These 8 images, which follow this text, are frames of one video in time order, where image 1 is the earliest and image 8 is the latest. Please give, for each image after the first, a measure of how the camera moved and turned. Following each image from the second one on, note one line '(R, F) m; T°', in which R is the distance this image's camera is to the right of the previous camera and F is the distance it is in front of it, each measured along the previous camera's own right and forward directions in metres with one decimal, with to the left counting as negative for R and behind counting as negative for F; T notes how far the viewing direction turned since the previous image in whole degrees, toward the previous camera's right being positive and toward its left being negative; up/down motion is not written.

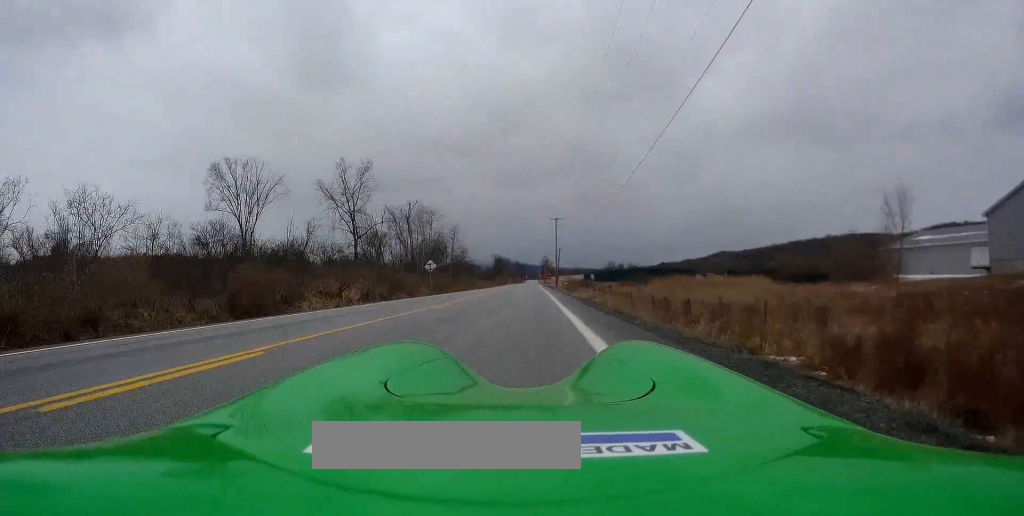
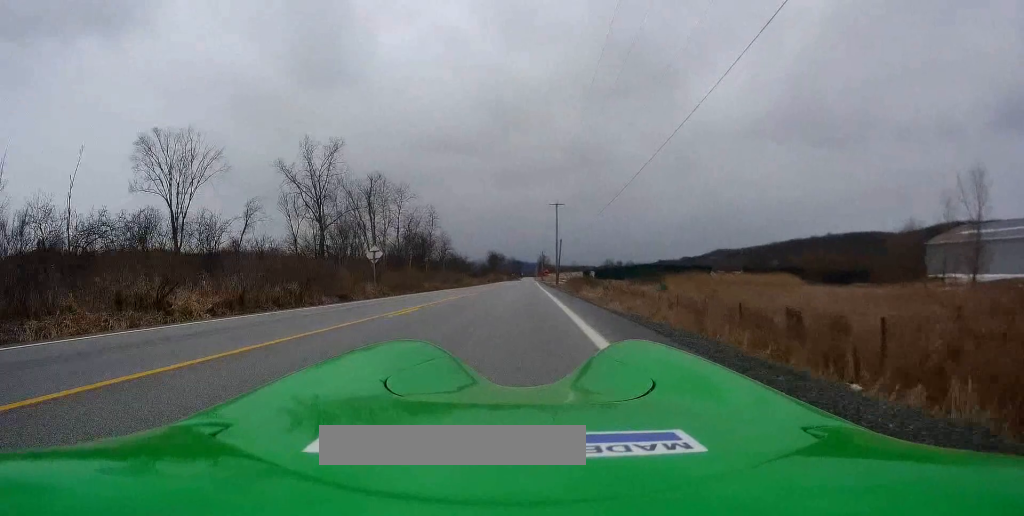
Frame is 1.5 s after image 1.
(+0.3, +16.0) m; +1°
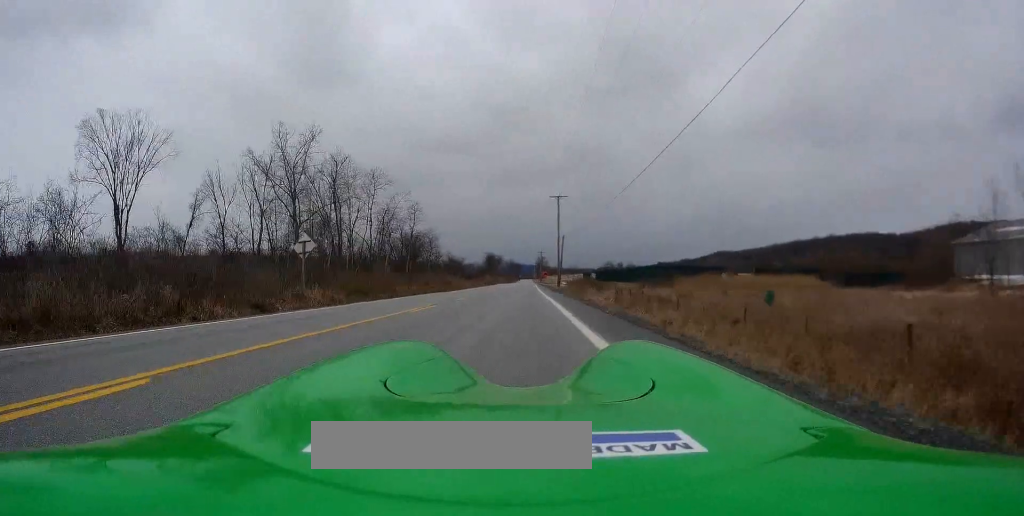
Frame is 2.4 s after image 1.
(+0.2, +10.1) m; 0°
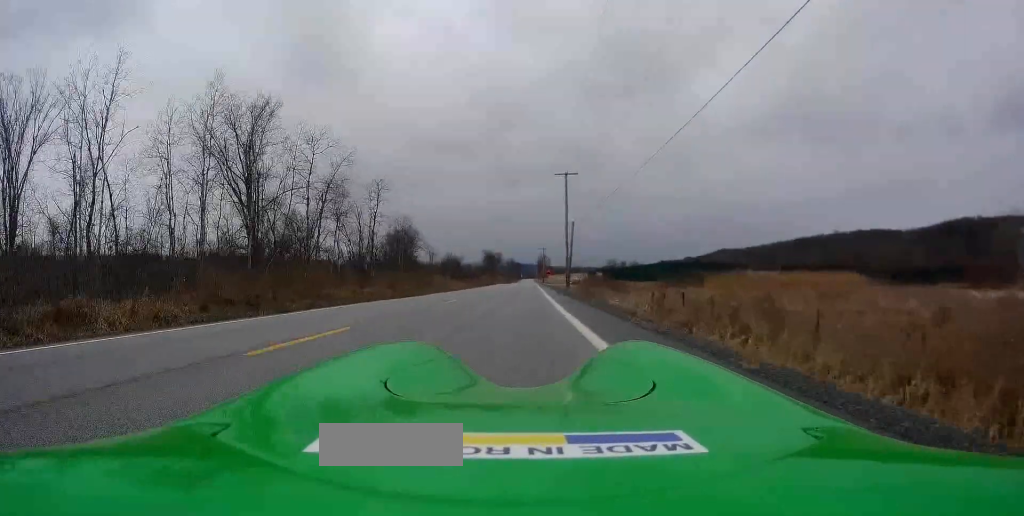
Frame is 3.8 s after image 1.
(-0.2, +15.2) m; -2°
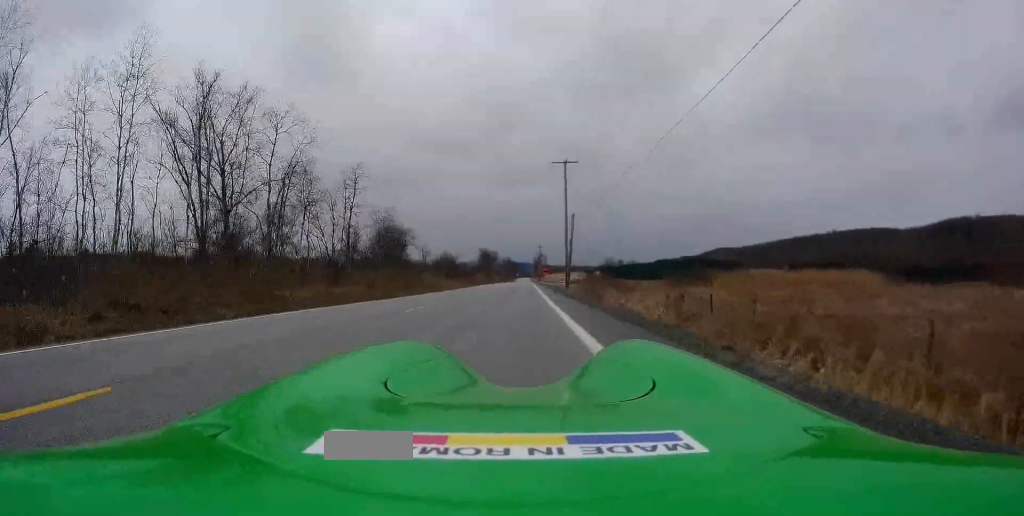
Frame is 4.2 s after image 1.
(0.0, +5.2) m; 0°
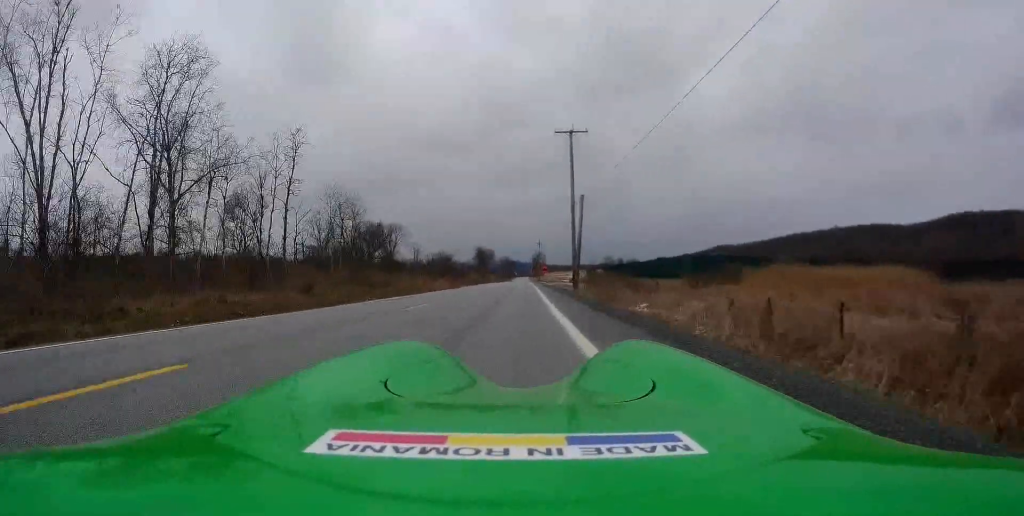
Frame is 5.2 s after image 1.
(+0.1, +10.9) m; +1°
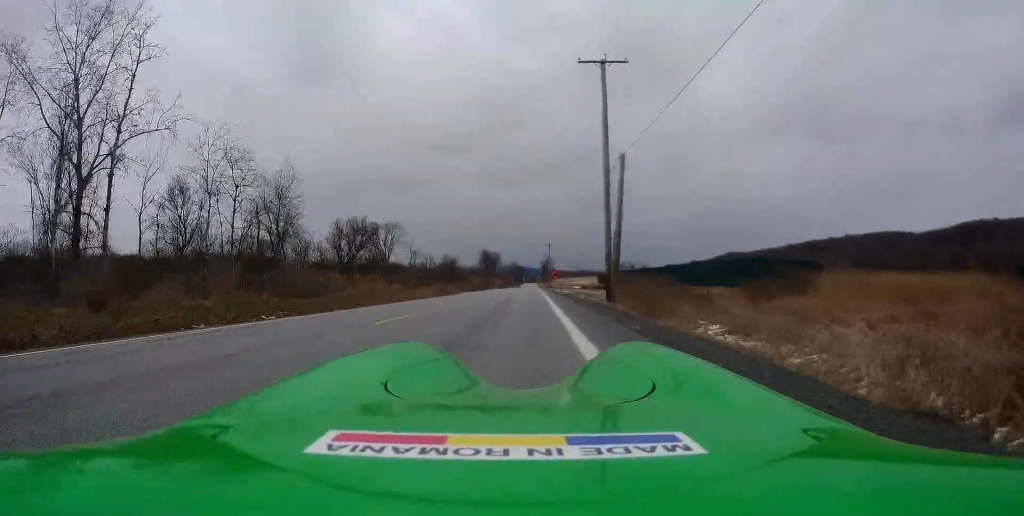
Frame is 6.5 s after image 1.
(-0.1, +15.2) m; +1°
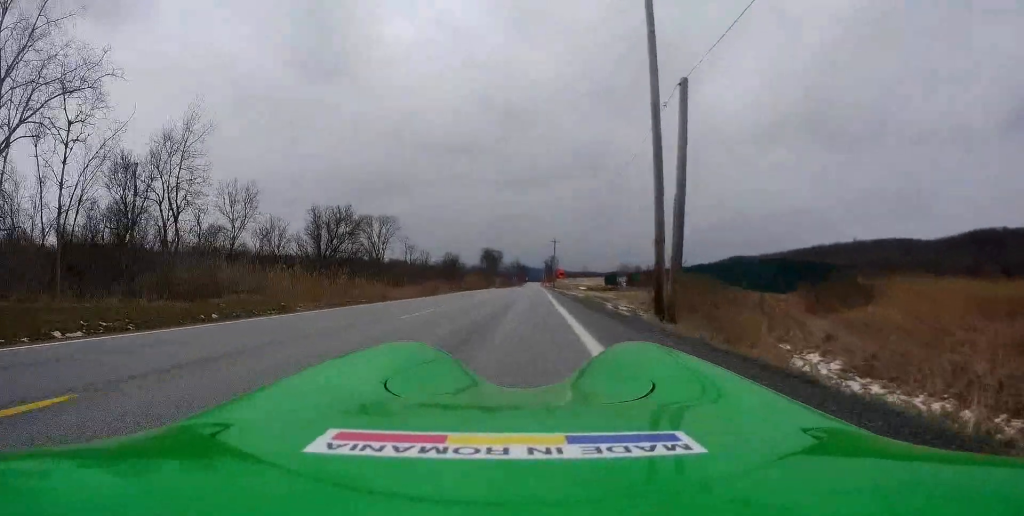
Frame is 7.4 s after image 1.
(+0.3, +10.3) m; 0°
